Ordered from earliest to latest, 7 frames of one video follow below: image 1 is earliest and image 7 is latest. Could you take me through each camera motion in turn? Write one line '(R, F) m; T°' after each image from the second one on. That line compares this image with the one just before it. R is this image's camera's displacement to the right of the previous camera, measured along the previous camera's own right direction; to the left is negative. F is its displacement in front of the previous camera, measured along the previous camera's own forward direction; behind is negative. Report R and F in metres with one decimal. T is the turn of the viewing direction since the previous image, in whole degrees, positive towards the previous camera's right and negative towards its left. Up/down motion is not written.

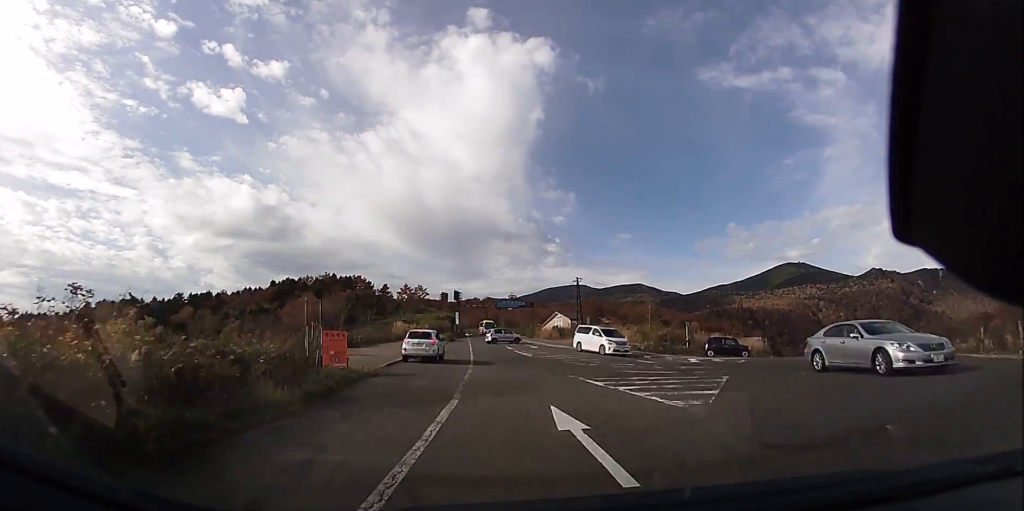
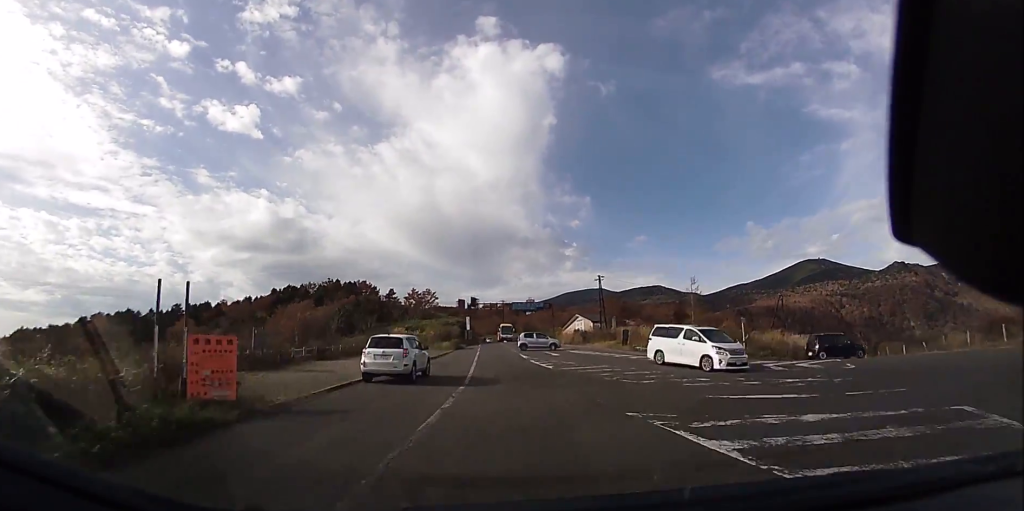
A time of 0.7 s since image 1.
(+0.3, +7.9) m; -2°
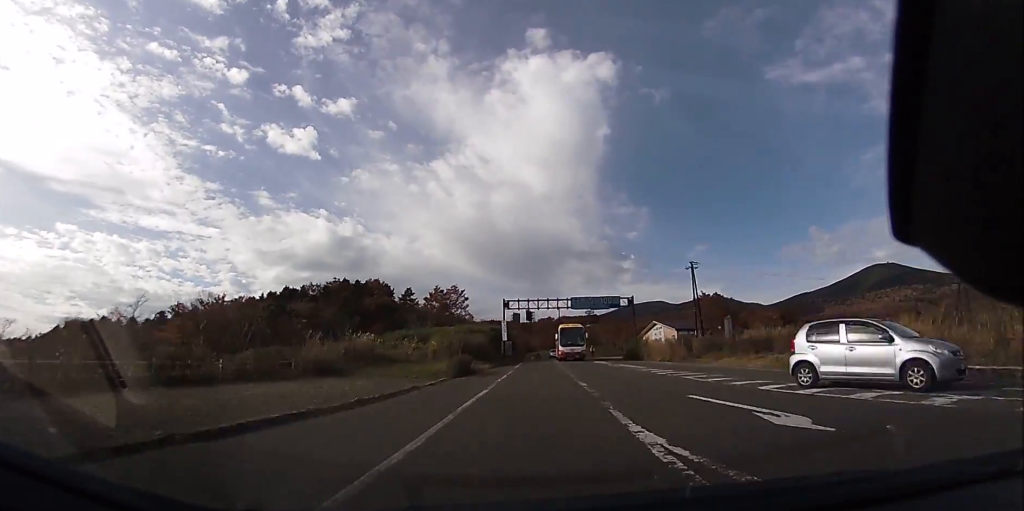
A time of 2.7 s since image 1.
(-2.1, +23.0) m; -7°
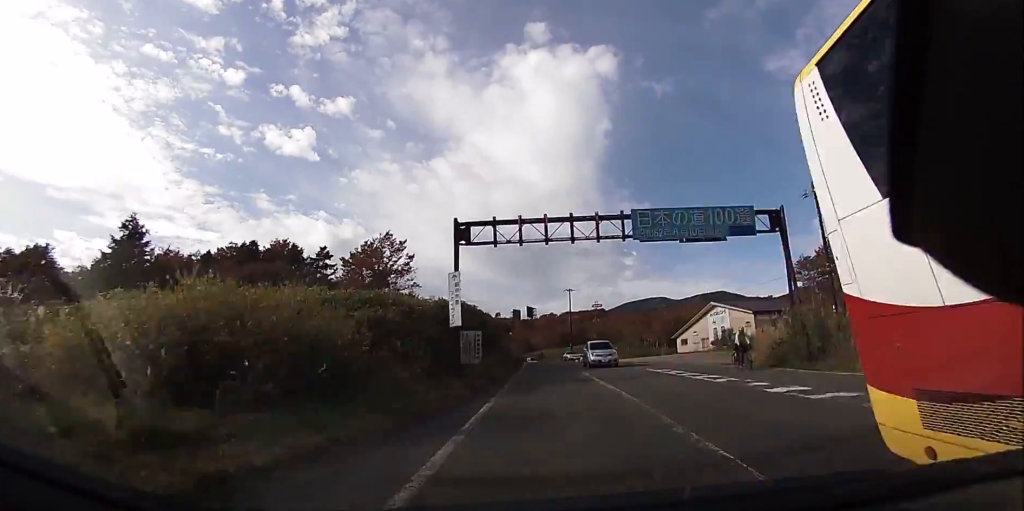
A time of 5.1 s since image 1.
(-1.2, +27.6) m; -2°
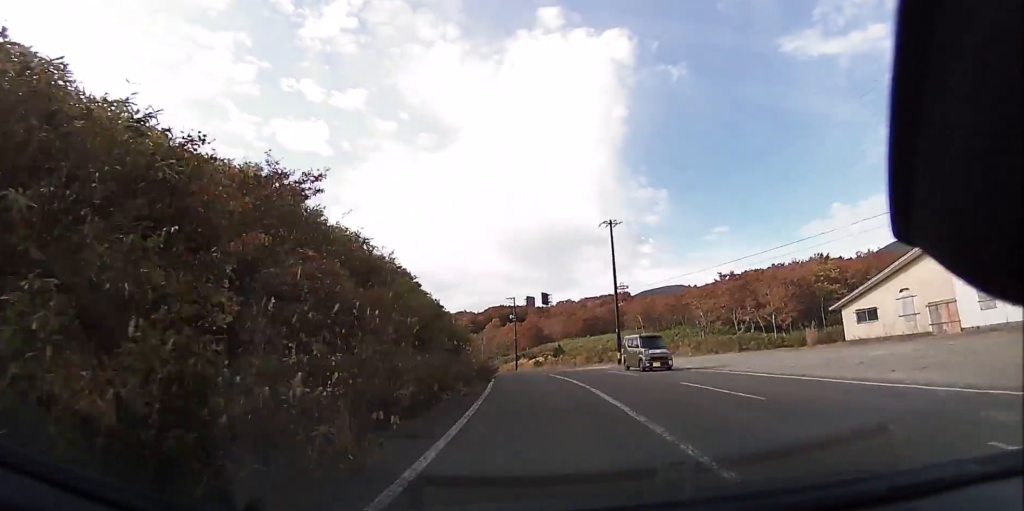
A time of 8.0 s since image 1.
(+0.3, +38.2) m; -1°
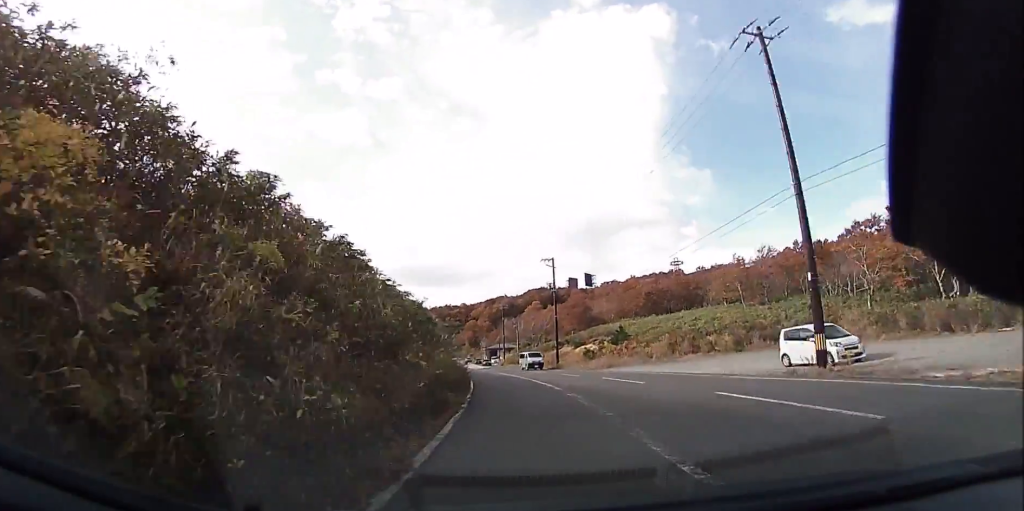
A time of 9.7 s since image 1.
(-0.8, +22.7) m; -5°
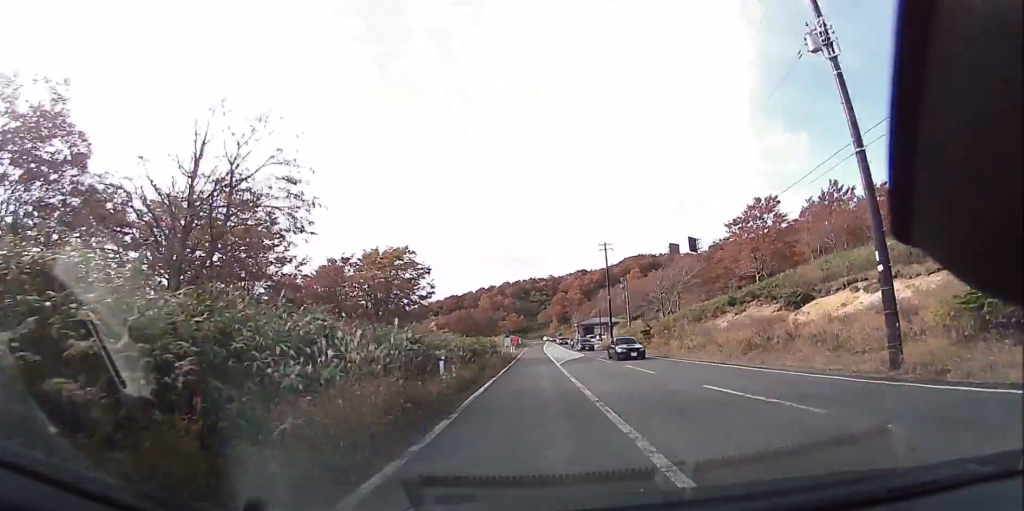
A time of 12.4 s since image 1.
(-3.1, +36.8) m; -9°
